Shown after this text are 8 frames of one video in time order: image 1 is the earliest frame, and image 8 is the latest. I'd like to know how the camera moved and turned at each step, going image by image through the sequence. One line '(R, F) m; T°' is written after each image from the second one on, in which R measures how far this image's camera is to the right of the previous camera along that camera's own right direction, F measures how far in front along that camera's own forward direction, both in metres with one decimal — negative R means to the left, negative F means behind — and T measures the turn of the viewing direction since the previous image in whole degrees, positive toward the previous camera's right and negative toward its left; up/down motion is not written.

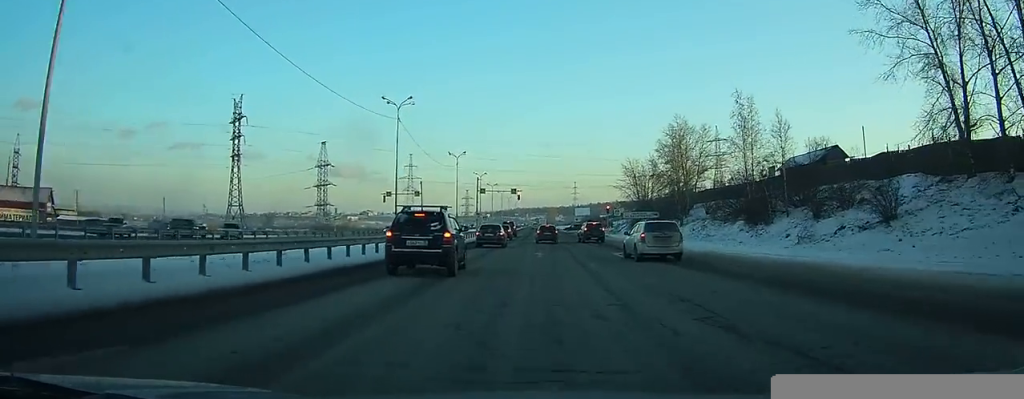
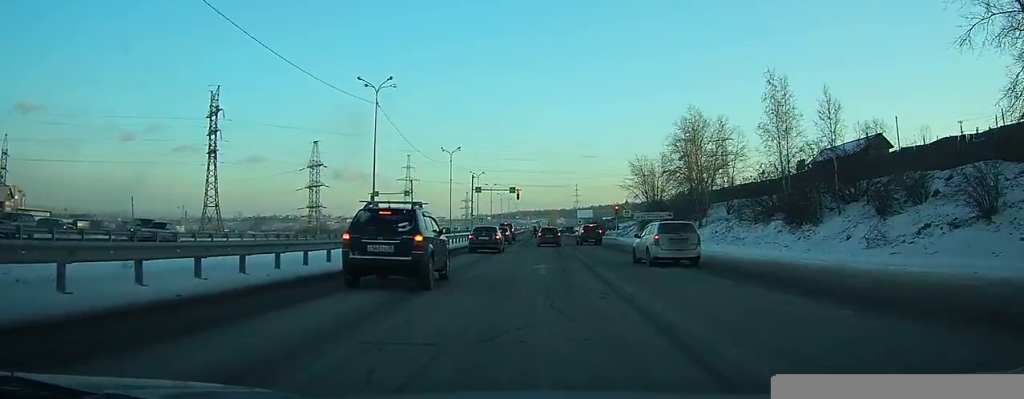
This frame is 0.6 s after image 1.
(0.0, +9.5) m; 0°
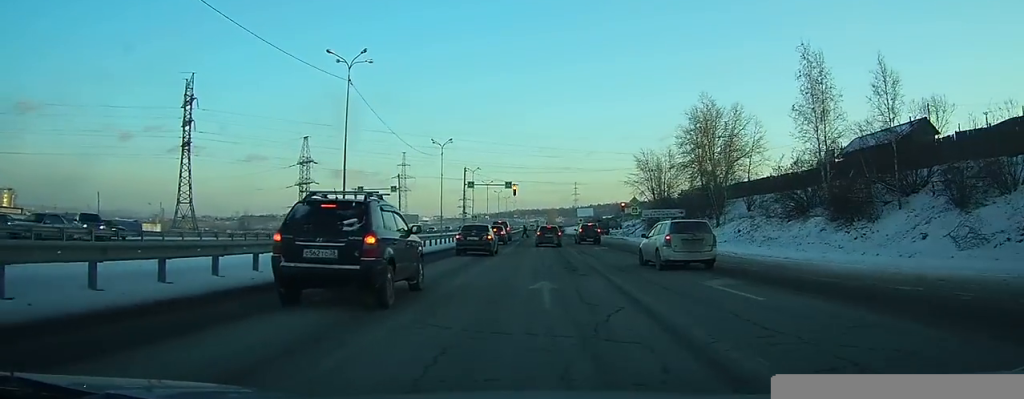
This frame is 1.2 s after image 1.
(+0.1, +7.9) m; 0°
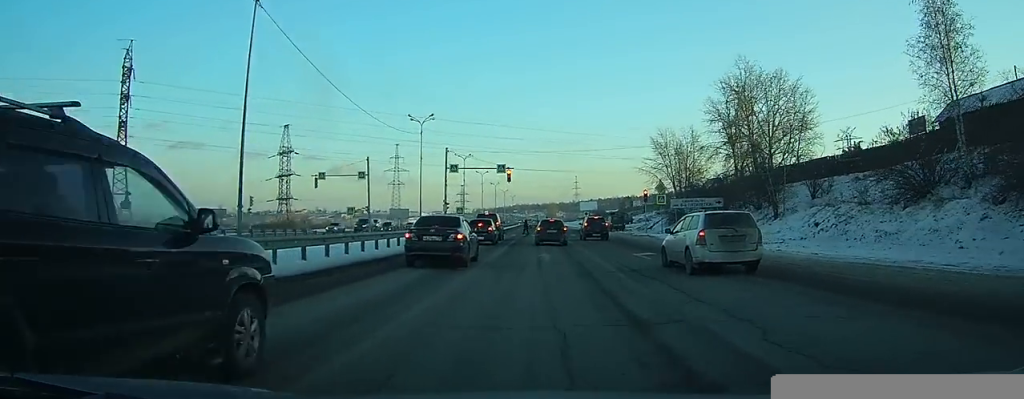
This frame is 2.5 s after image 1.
(+0.1, +17.1) m; 0°
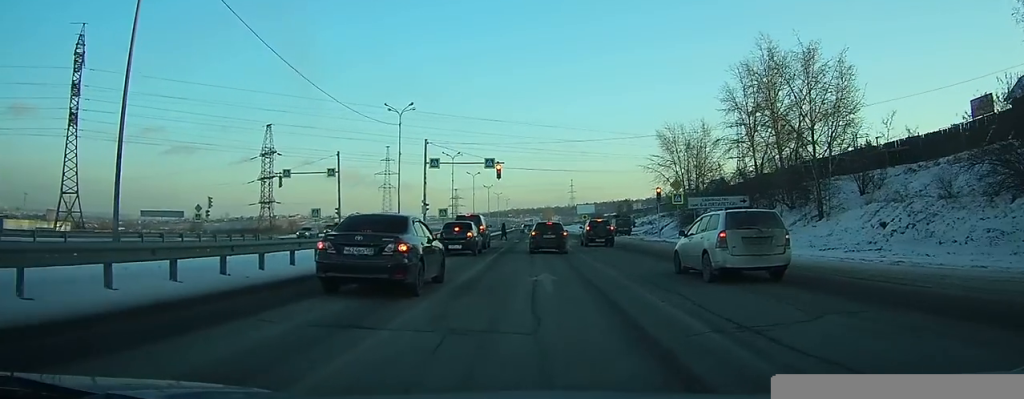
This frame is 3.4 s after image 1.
(0.0, +10.1) m; +1°
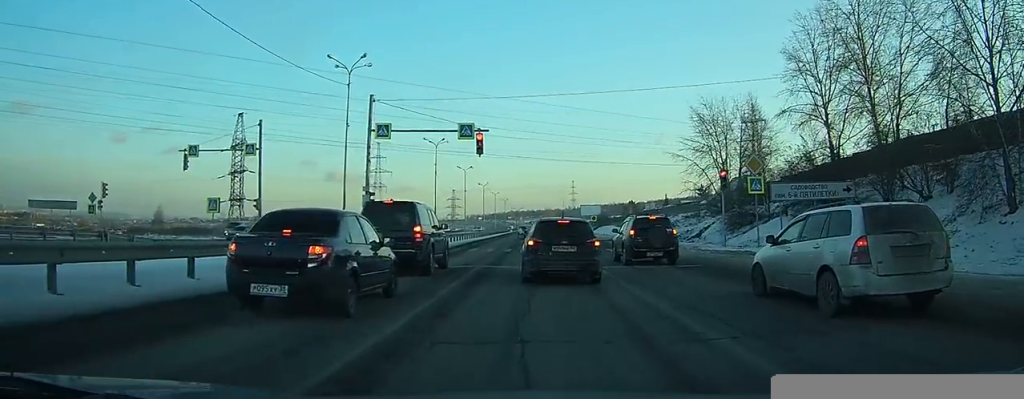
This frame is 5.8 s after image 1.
(+0.7, +22.8) m; +2°
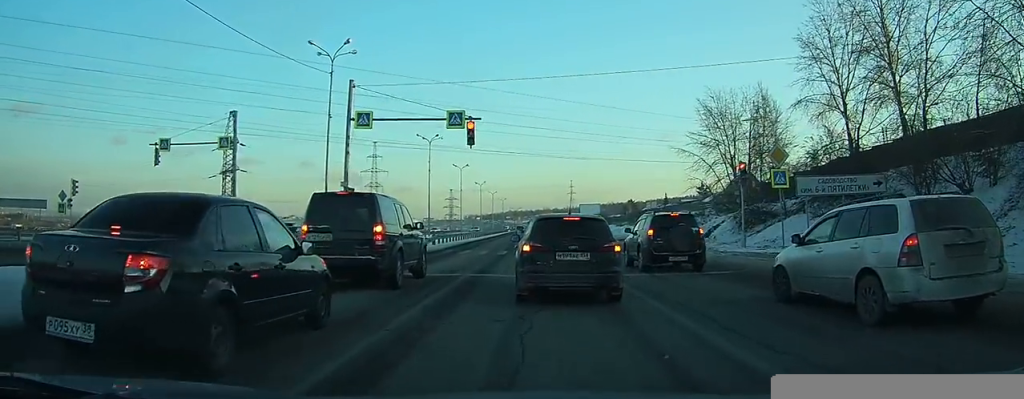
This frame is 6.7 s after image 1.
(-0.1, +5.6) m; -1°
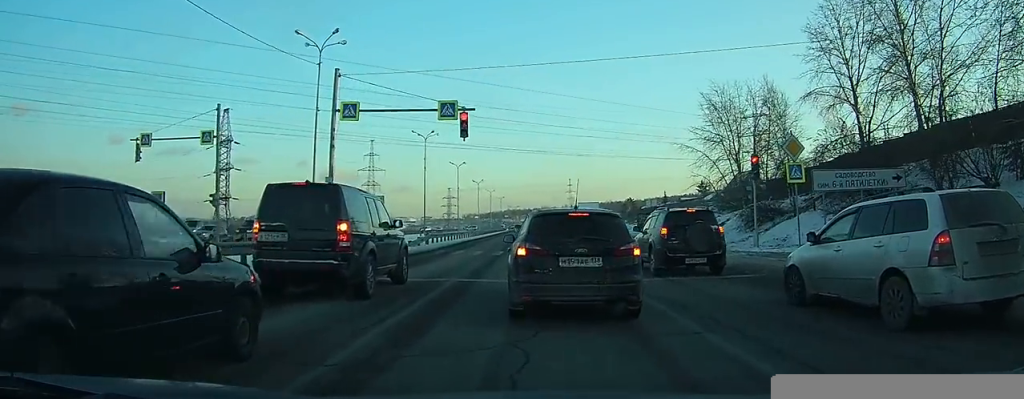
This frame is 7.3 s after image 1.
(0.0, +3.5) m; +1°
